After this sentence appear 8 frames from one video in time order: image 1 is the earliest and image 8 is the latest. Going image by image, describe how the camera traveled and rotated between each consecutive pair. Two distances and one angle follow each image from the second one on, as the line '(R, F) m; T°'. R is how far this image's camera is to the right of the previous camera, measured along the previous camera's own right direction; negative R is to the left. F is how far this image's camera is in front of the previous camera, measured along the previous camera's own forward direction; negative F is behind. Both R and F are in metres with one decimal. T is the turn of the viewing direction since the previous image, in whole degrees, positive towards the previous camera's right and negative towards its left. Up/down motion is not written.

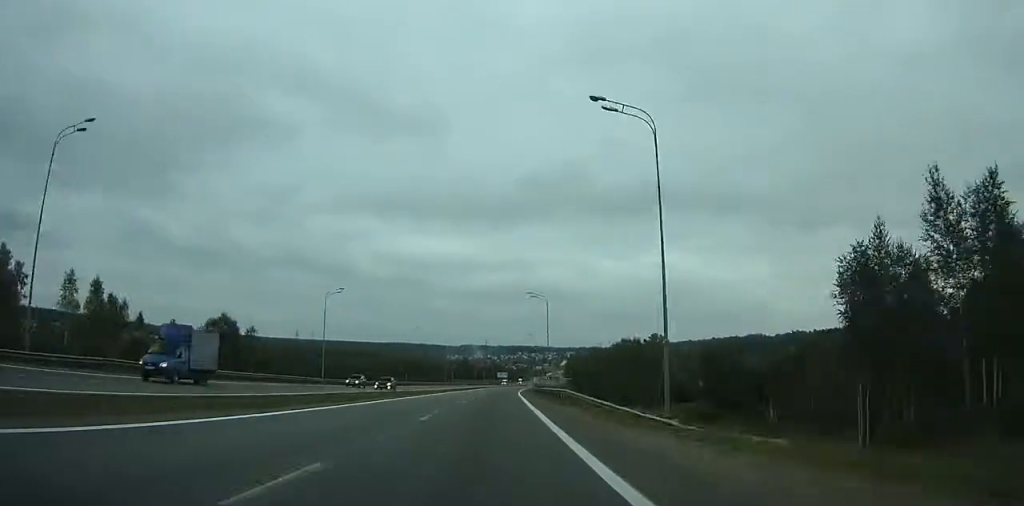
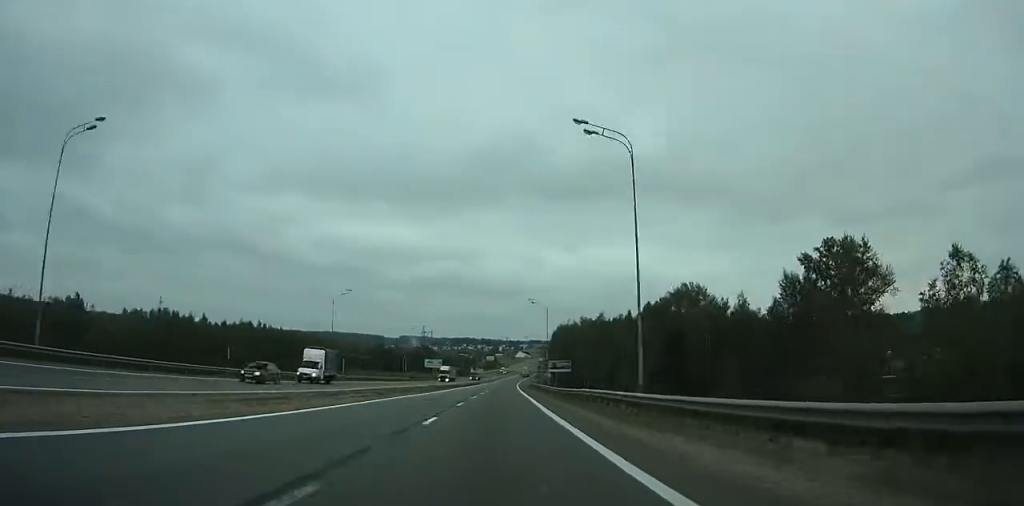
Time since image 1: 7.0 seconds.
(+4.9, +158.1) m; +5°
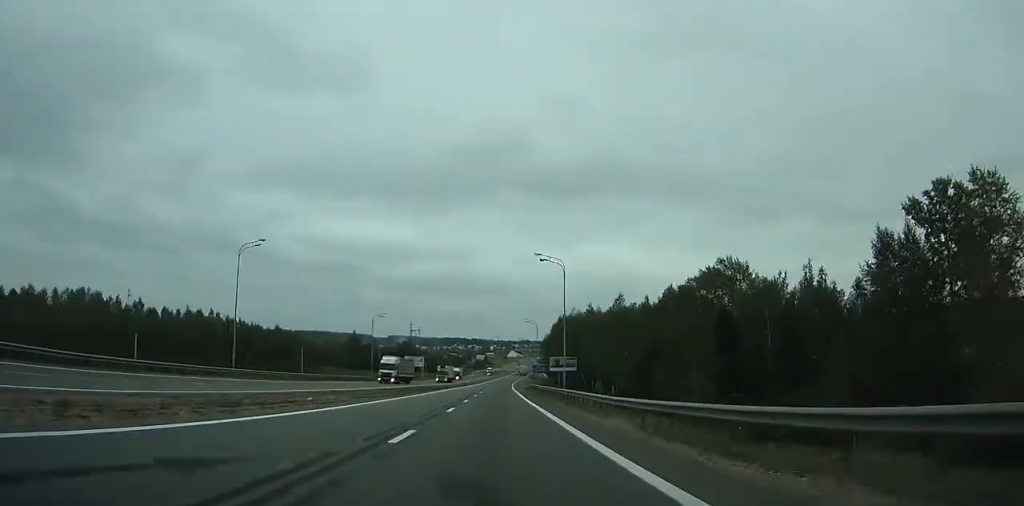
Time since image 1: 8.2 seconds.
(+0.6, +27.5) m; +1°
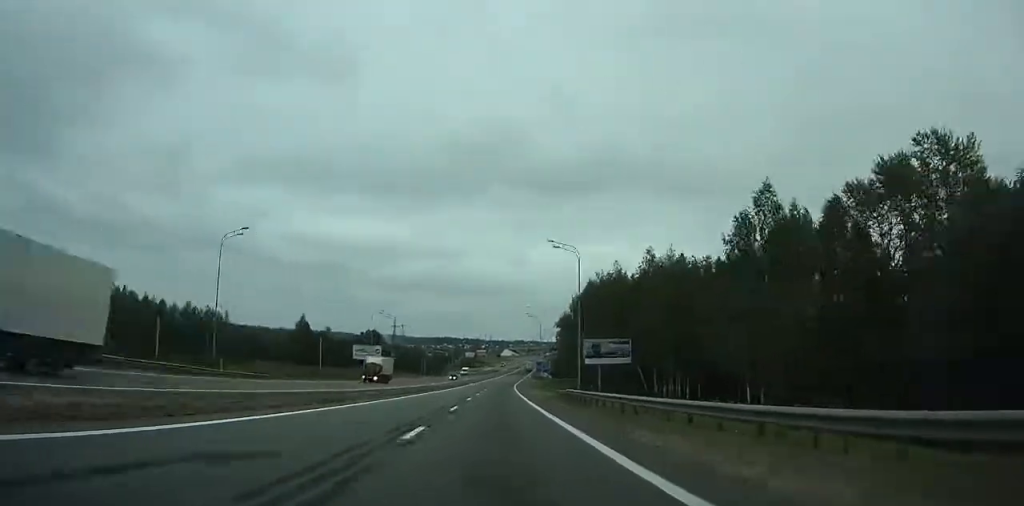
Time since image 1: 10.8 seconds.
(+0.8, +59.6) m; +1°
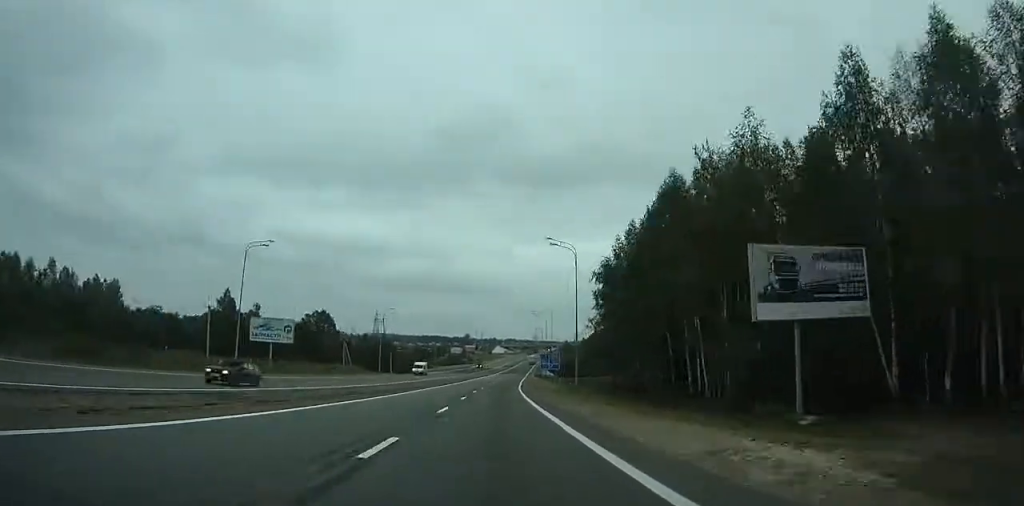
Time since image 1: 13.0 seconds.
(0.0, +50.3) m; +1°
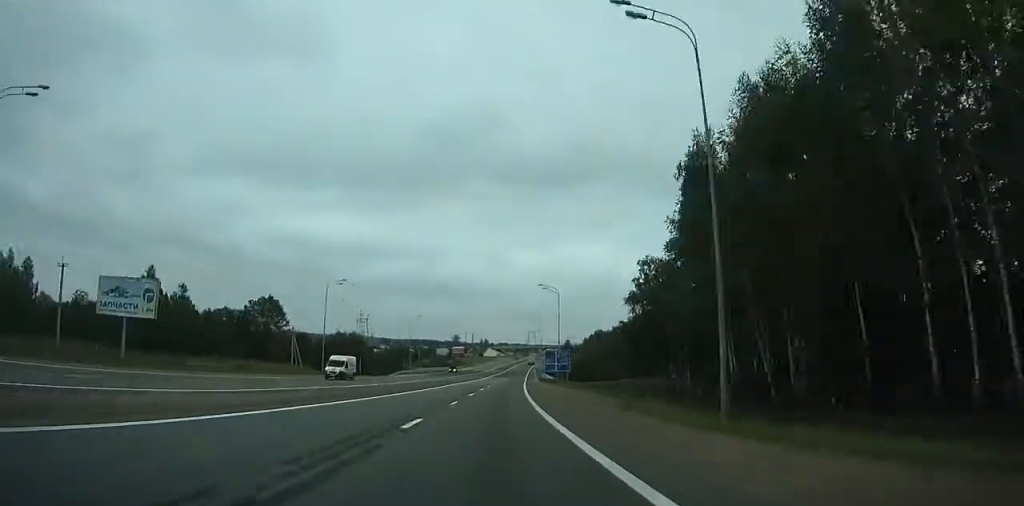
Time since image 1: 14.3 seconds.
(+0.3, +29.7) m; +1°
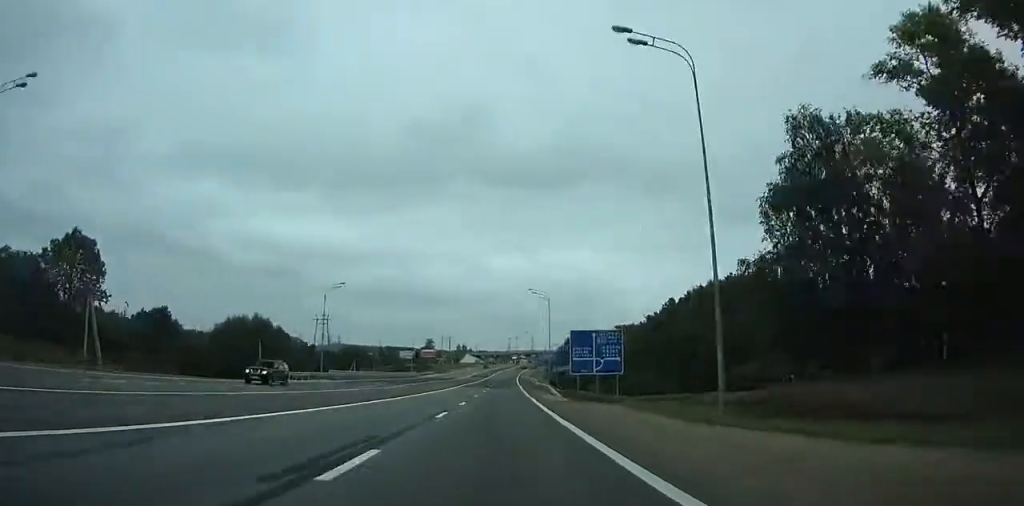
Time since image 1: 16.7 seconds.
(+1.0, +54.8) m; +2°
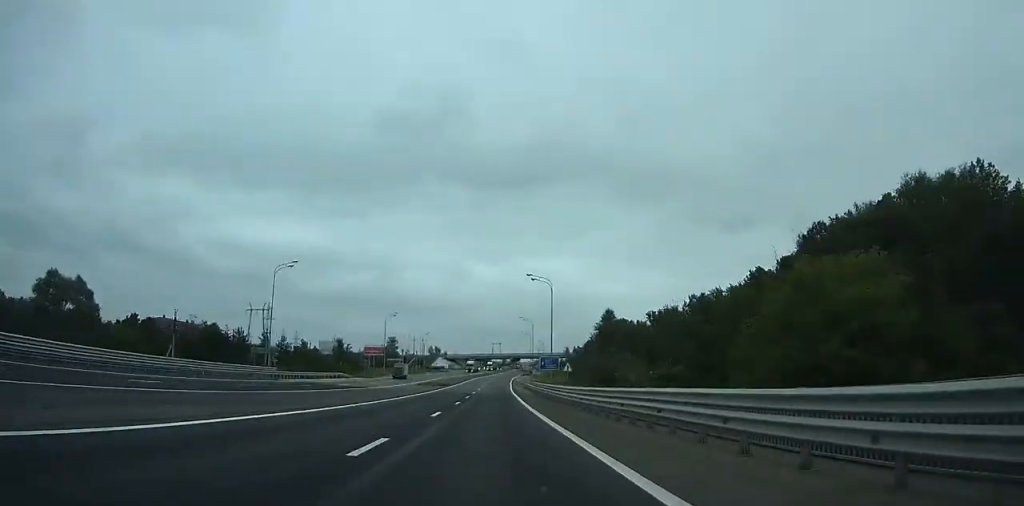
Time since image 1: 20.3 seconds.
(+1.4, +81.6) m; +1°
